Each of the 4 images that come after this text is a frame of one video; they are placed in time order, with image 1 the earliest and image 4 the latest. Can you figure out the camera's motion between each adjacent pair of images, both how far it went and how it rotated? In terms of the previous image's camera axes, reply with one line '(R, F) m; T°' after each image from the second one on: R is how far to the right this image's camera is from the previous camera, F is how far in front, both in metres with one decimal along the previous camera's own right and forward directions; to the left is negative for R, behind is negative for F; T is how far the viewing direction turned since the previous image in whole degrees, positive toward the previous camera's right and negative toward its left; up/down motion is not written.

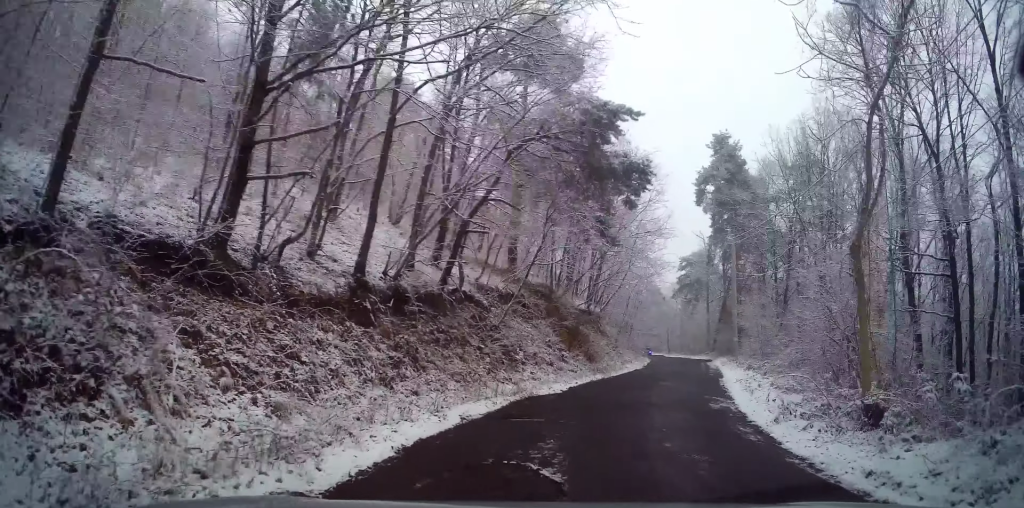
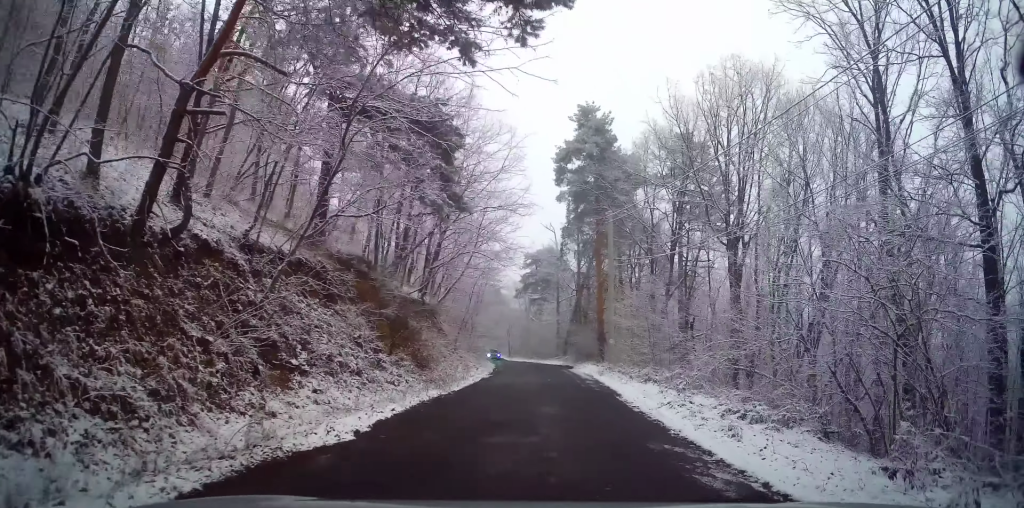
(+1.7, +8.6) m; +24°
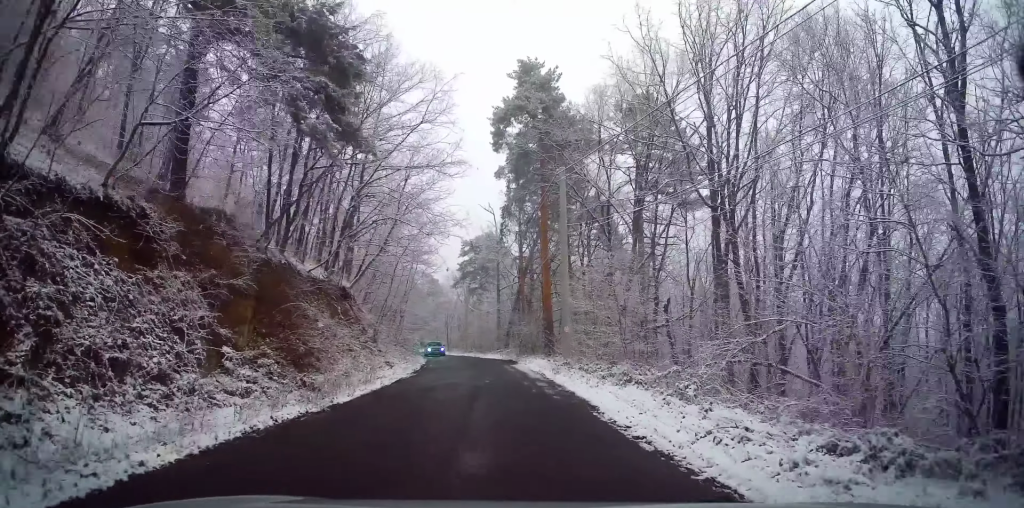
(+0.2, +5.9) m; +2°
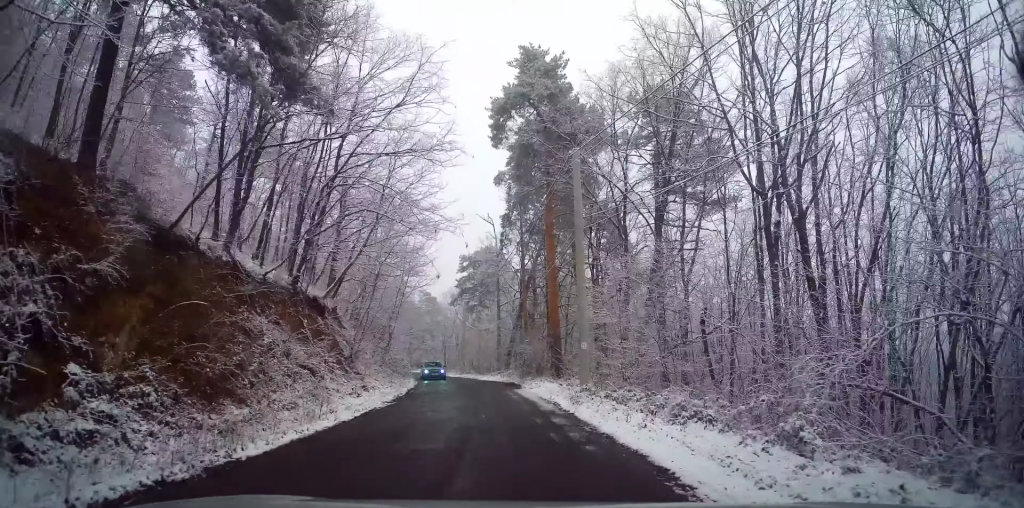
(0.0, +4.0) m; 0°
